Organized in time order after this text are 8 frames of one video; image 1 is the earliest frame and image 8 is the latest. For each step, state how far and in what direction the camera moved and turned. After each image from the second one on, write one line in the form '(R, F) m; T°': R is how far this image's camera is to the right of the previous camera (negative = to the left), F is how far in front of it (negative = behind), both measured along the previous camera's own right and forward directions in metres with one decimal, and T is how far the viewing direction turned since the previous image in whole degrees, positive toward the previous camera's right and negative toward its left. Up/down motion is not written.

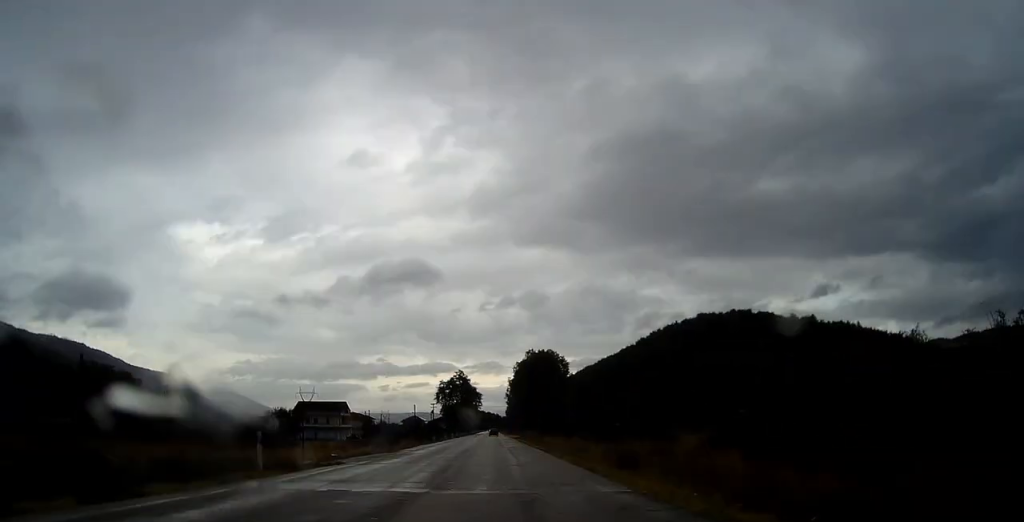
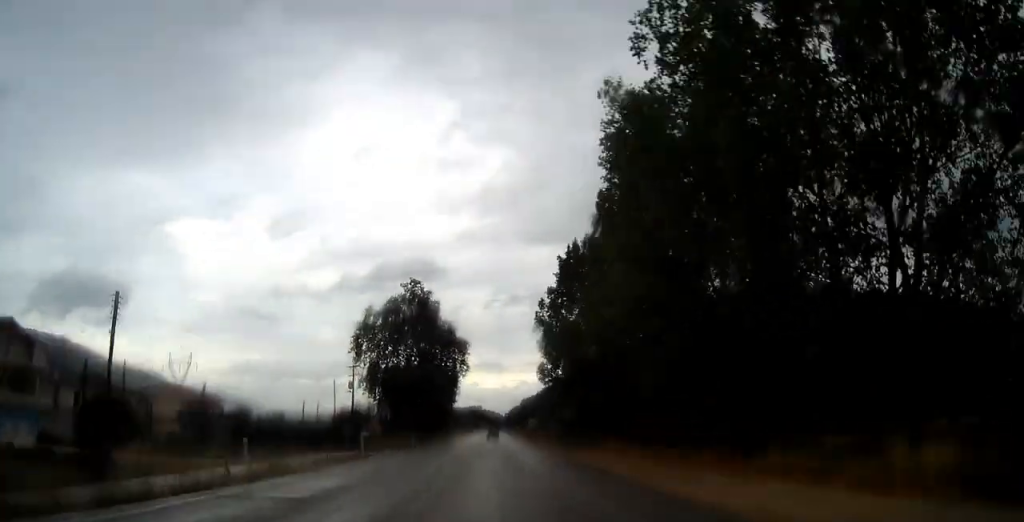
(+0.1, +130.2) m; 0°
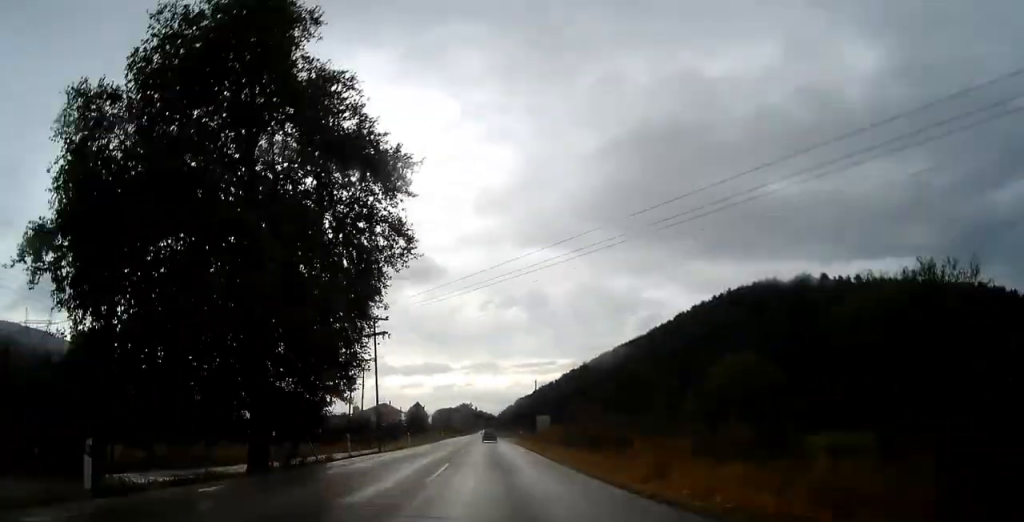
(+0.1, +61.6) m; 0°
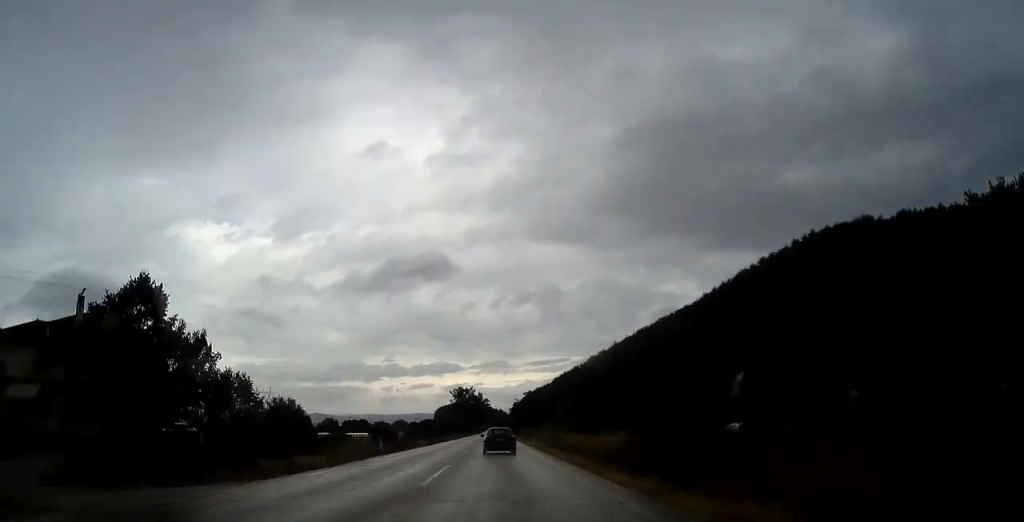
(-0.1, +148.6) m; 0°
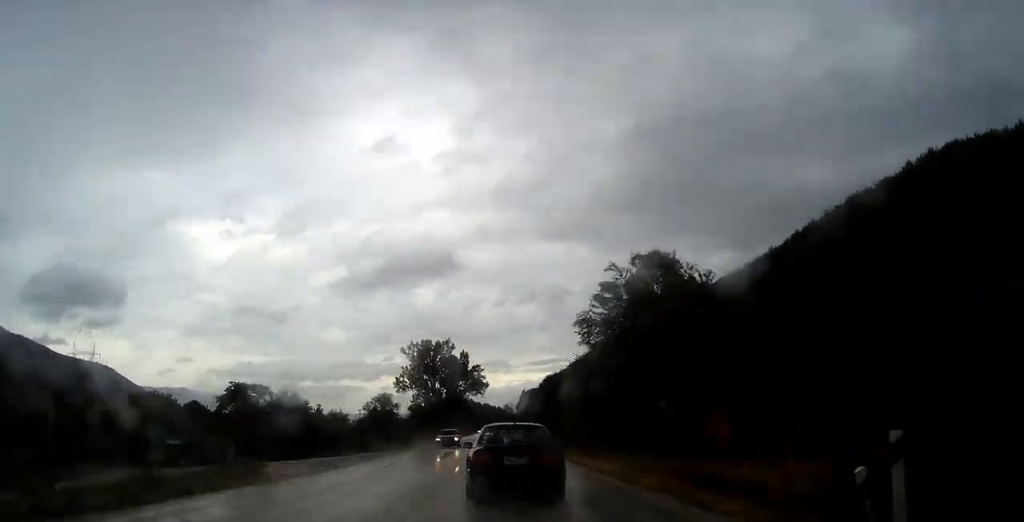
(-0.2, +155.6) m; 0°
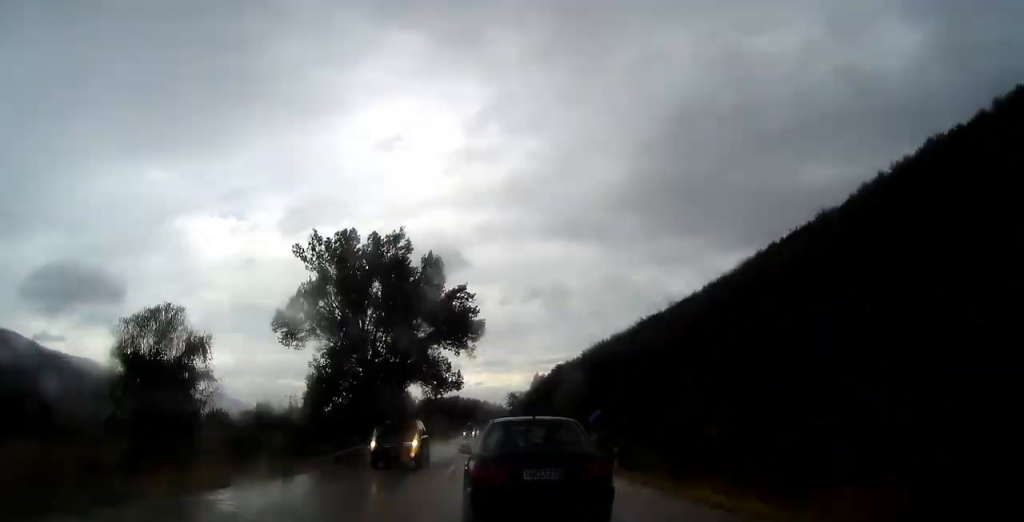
(+0.1, +81.6) m; 0°
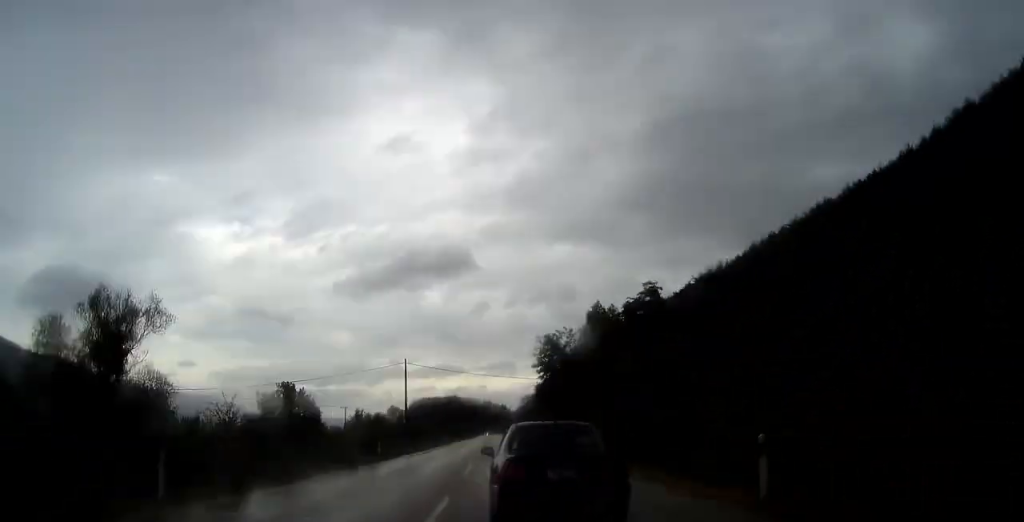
(-0.1, +81.8) m; 0°
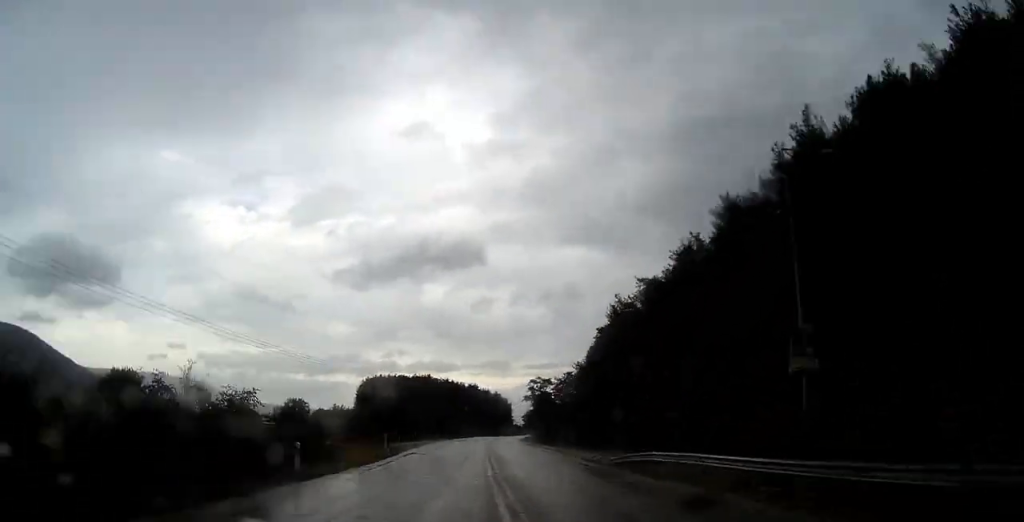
(-0.1, +207.8) m; +2°
